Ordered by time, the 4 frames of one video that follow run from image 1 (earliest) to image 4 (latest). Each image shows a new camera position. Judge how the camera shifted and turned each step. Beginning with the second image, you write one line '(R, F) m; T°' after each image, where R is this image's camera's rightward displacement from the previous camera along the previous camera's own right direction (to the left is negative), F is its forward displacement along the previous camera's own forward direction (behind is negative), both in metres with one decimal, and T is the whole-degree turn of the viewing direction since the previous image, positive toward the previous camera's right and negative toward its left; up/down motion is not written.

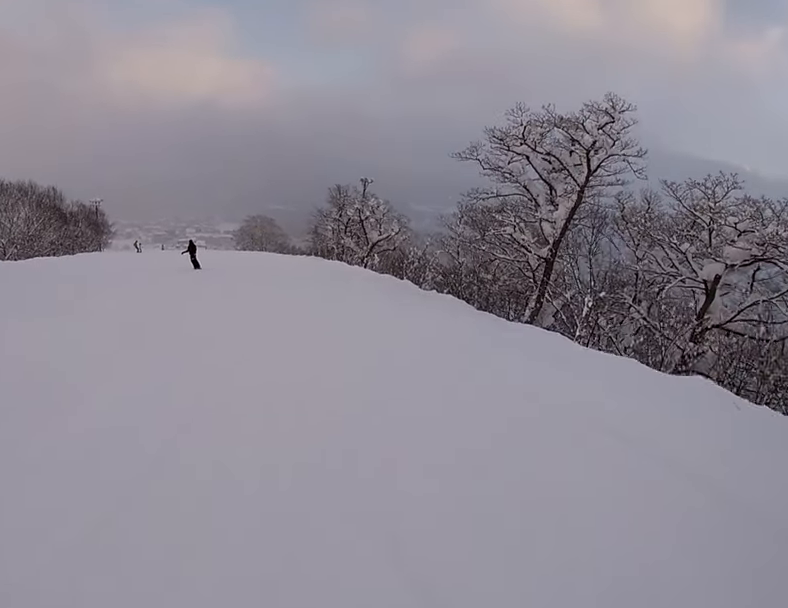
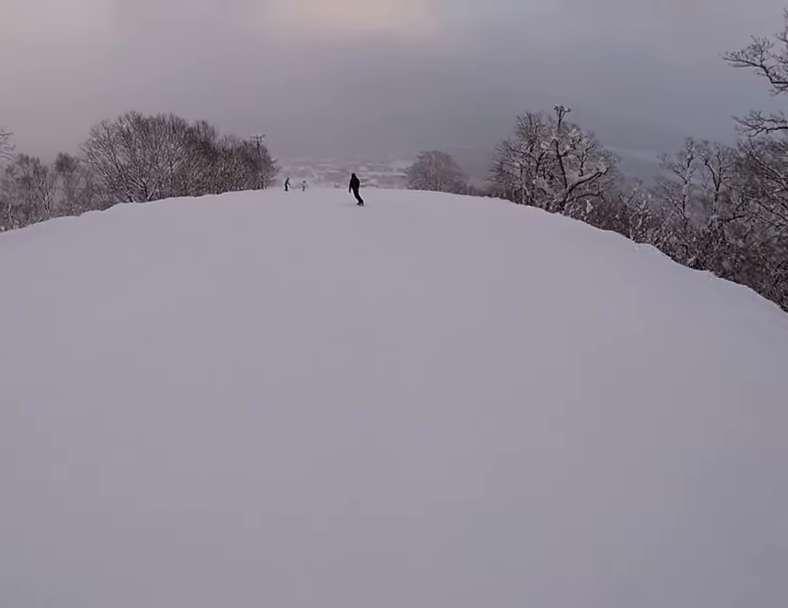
(-1.8, +7.0) m; -8°
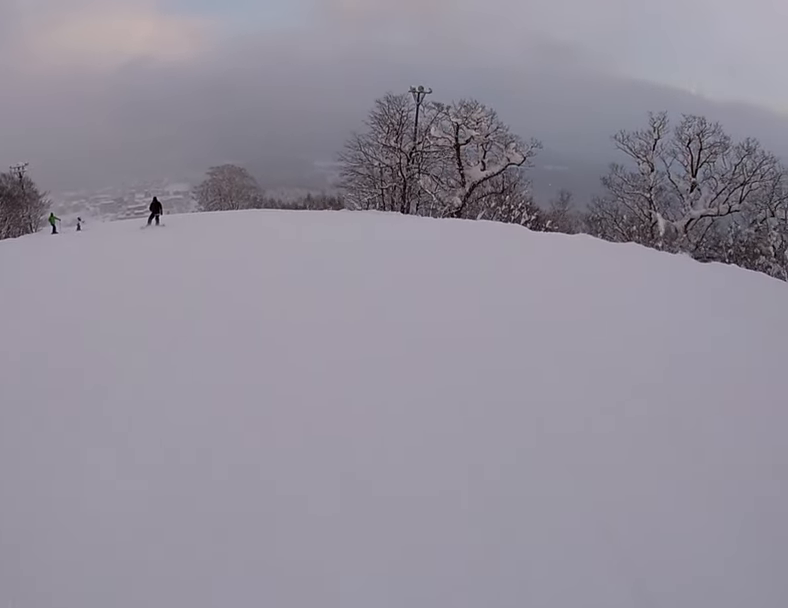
(+9.3, +12.7) m; +47°
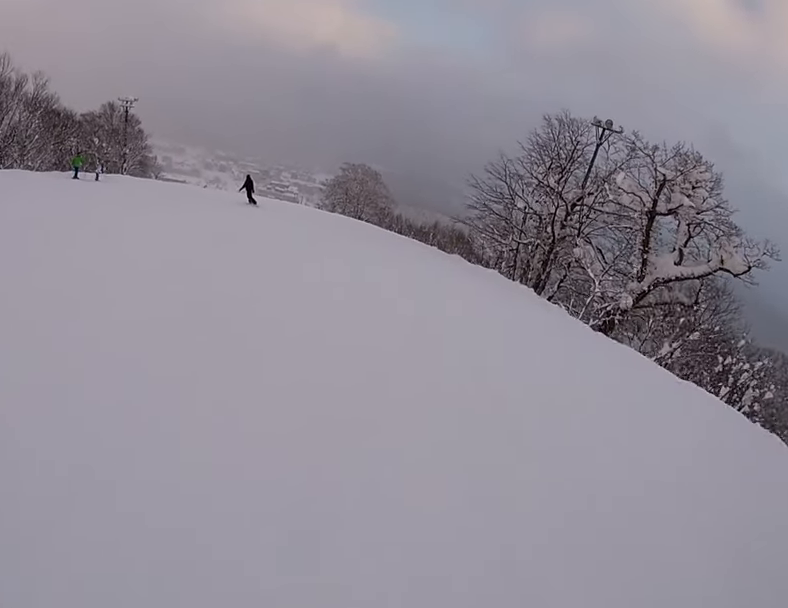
(-5.3, +10.2) m; -45°
